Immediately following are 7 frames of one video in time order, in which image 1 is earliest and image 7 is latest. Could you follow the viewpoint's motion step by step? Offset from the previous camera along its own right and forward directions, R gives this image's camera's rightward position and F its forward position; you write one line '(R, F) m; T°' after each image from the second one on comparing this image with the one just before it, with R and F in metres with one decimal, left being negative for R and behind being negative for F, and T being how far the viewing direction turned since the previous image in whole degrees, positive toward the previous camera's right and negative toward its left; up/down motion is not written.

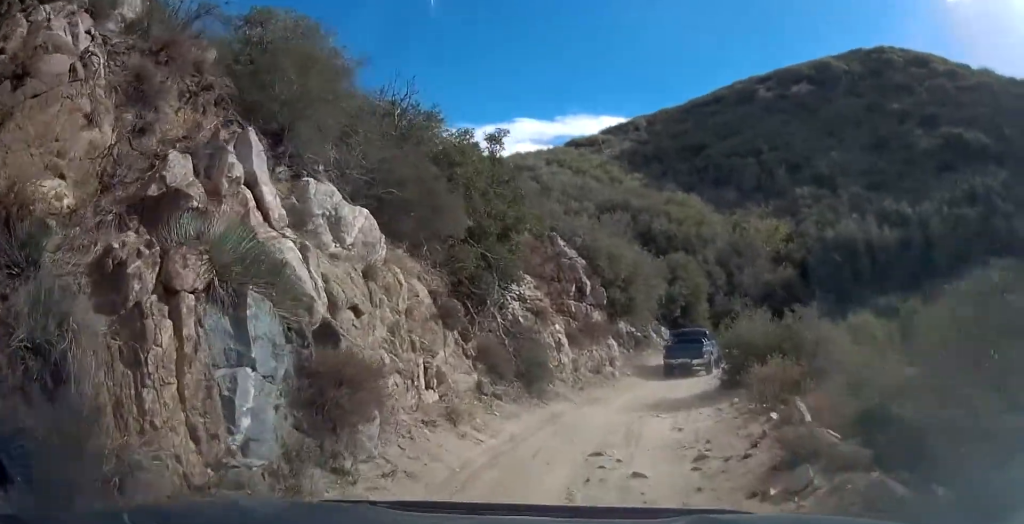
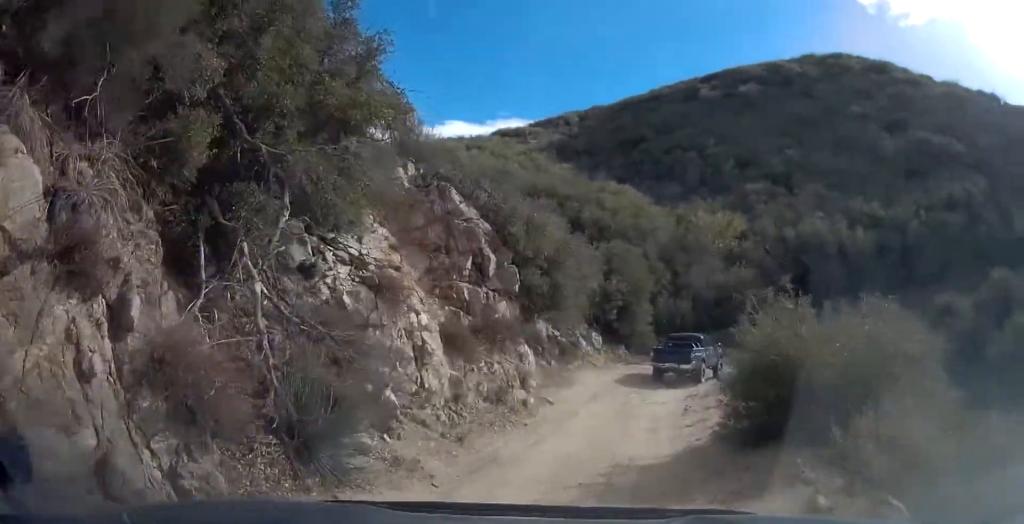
(0.0, +7.5) m; +5°
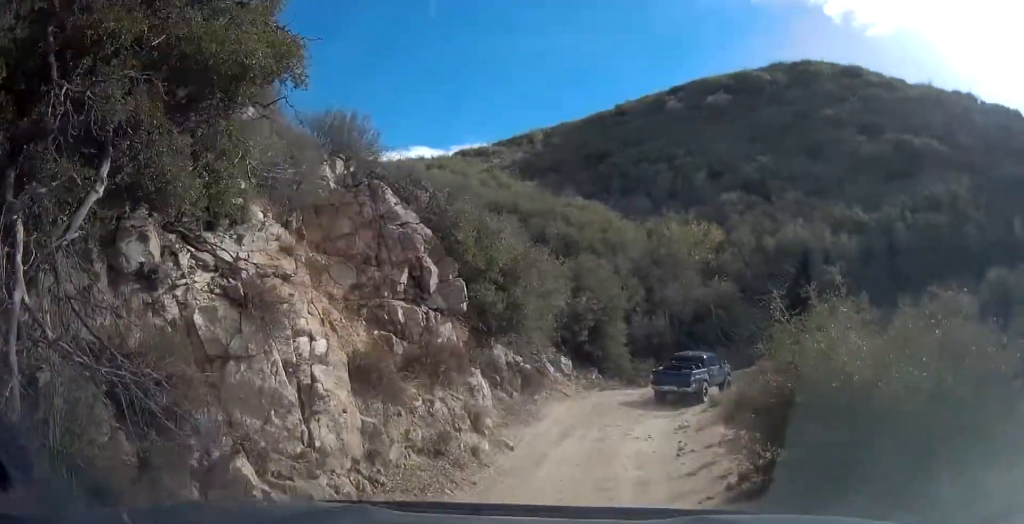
(+0.1, +2.9) m; +5°
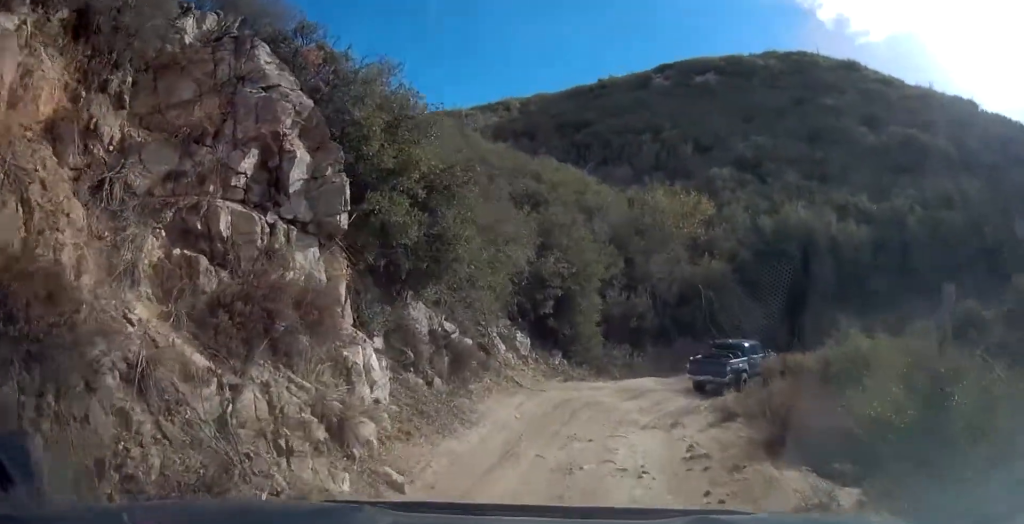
(+0.5, +5.4) m; +9°
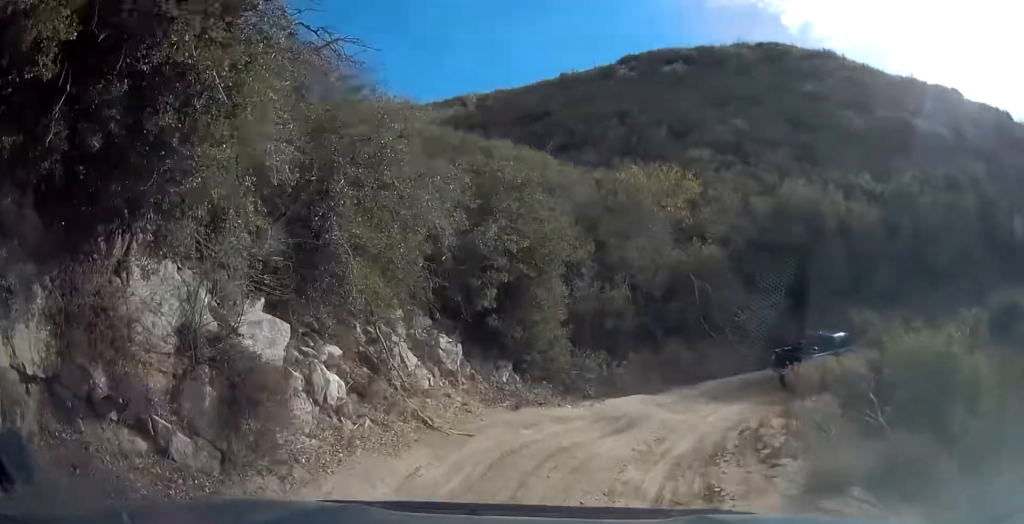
(+0.2, +6.1) m; +2°
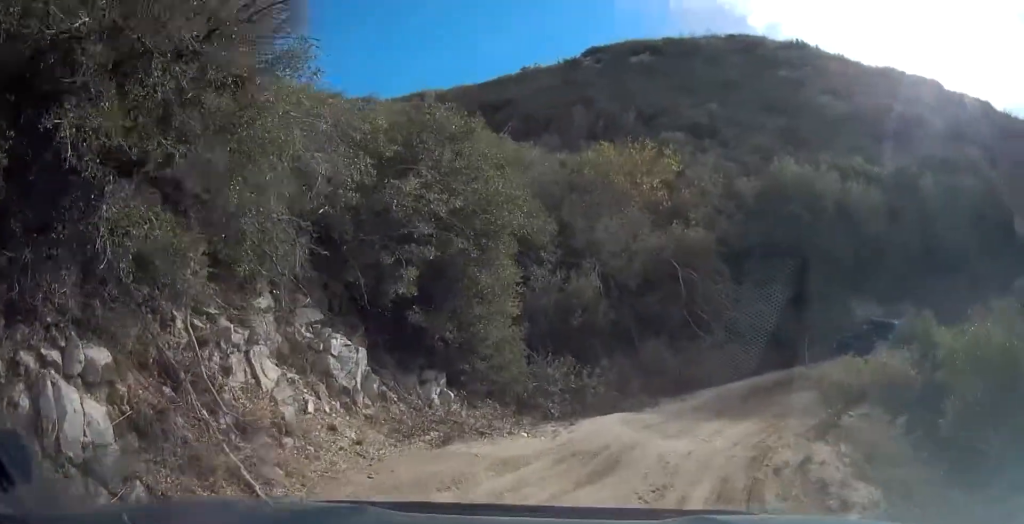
(+0.1, +3.8) m; -1°
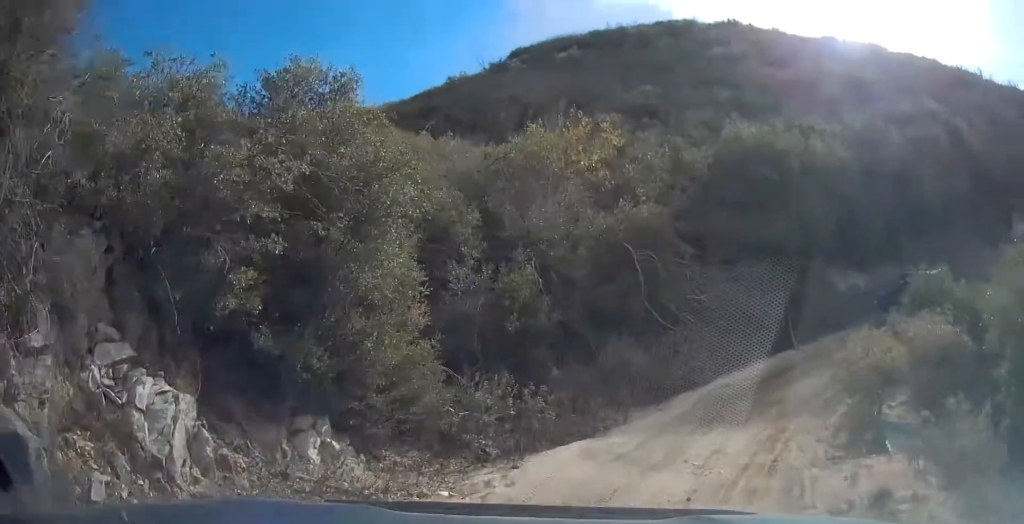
(0.0, +3.2) m; +3°
